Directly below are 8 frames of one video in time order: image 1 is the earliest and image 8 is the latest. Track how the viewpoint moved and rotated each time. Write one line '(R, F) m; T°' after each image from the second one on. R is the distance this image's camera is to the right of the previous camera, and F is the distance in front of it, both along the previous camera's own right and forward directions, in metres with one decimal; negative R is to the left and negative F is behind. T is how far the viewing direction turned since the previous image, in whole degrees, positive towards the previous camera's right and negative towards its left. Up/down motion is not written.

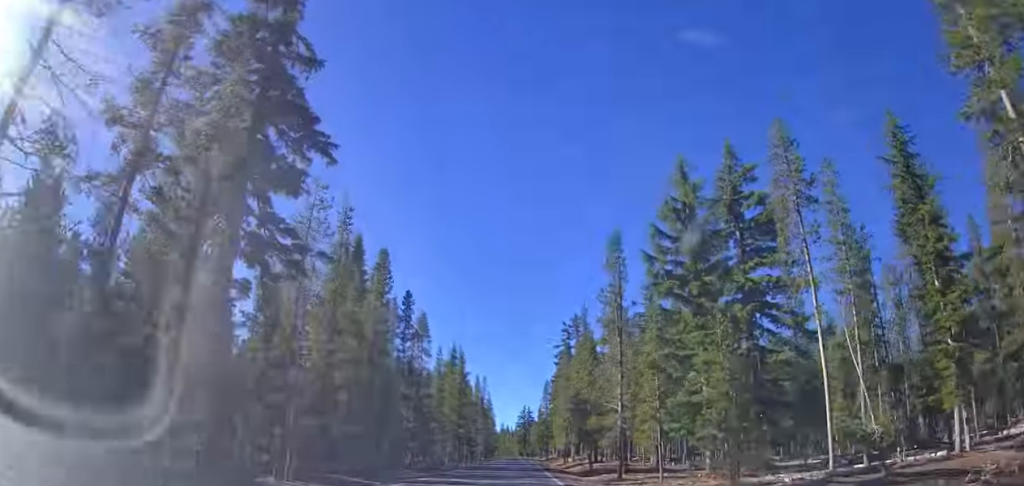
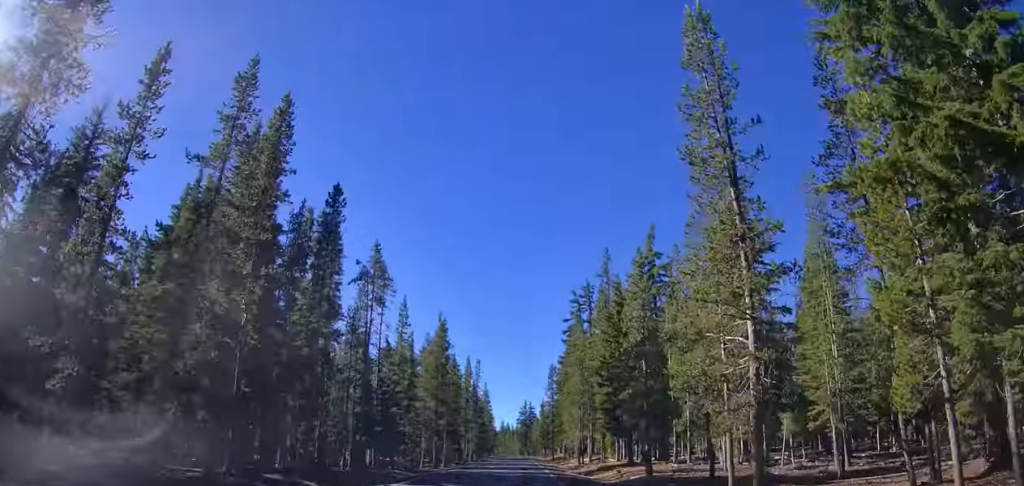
(-0.3, +22.0) m; -1°
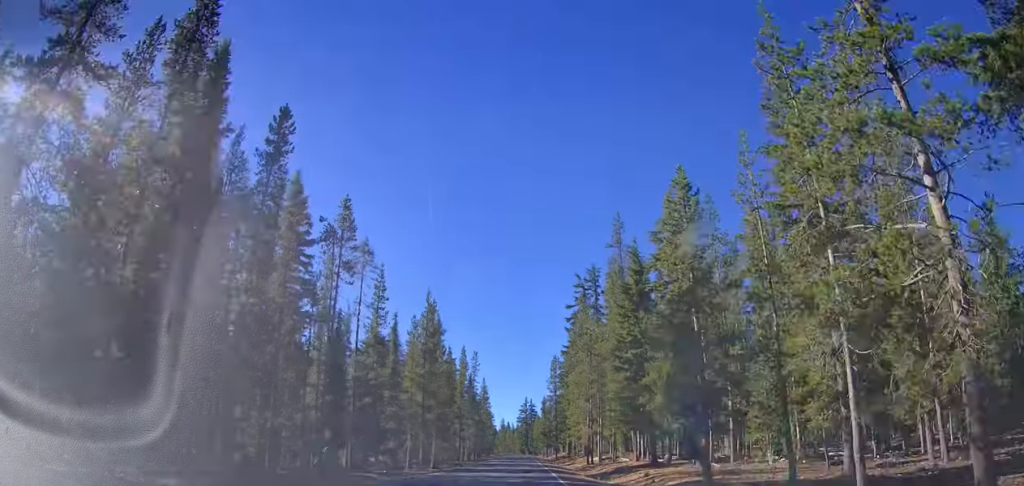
(-0.1, +11.0) m; 0°
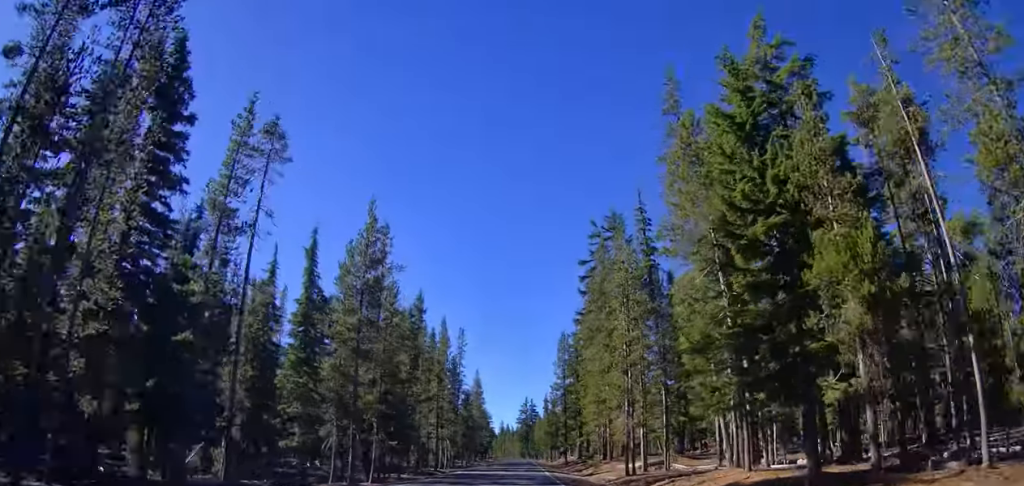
(0.0, +24.8) m; 0°
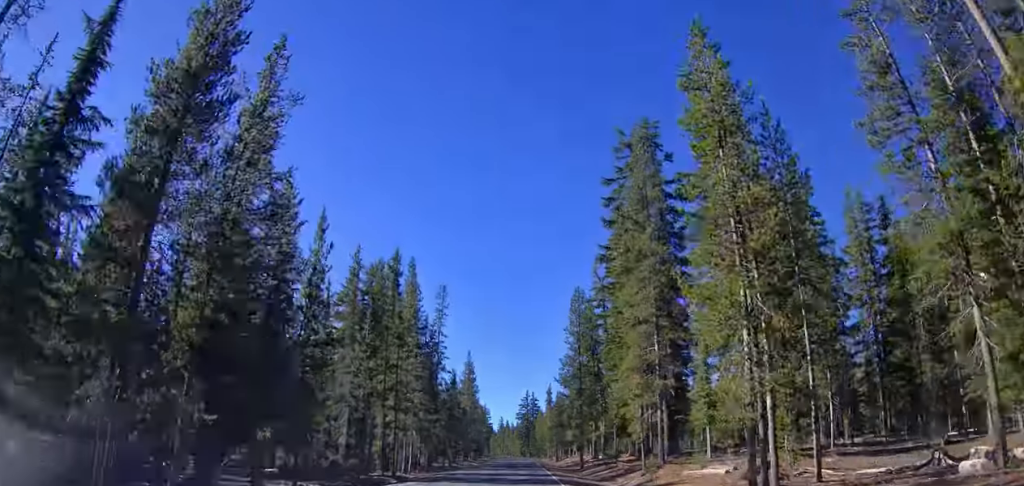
(+0.1, +20.2) m; 0°
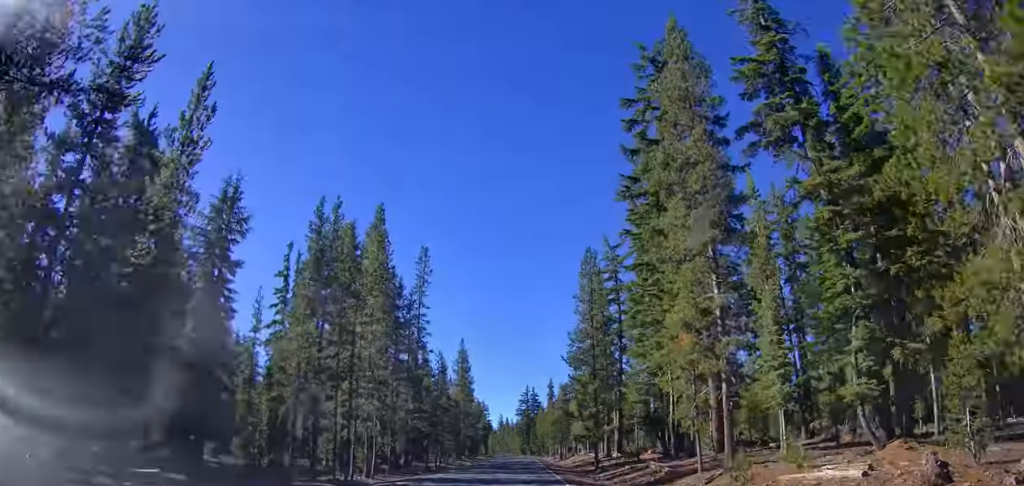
(0.0, +11.2) m; 0°
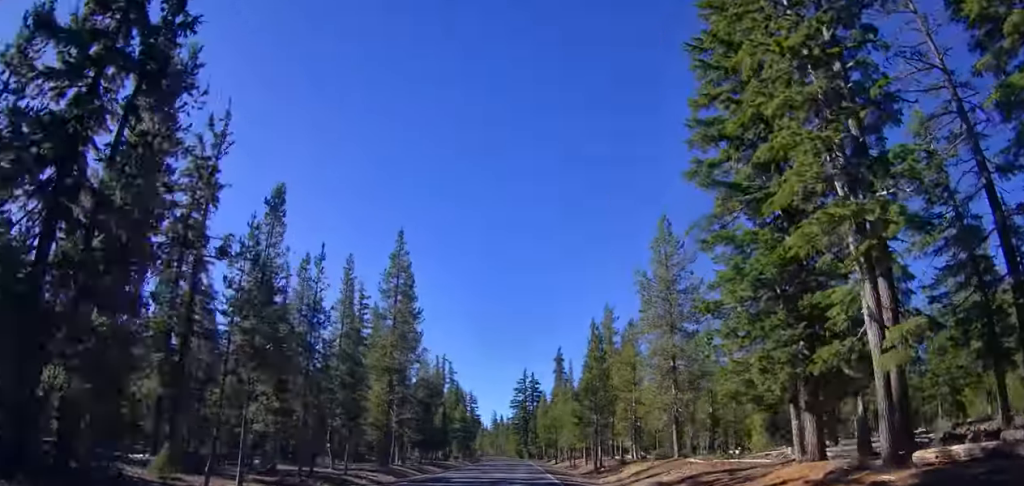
(+0.2, +49.4) m; +1°
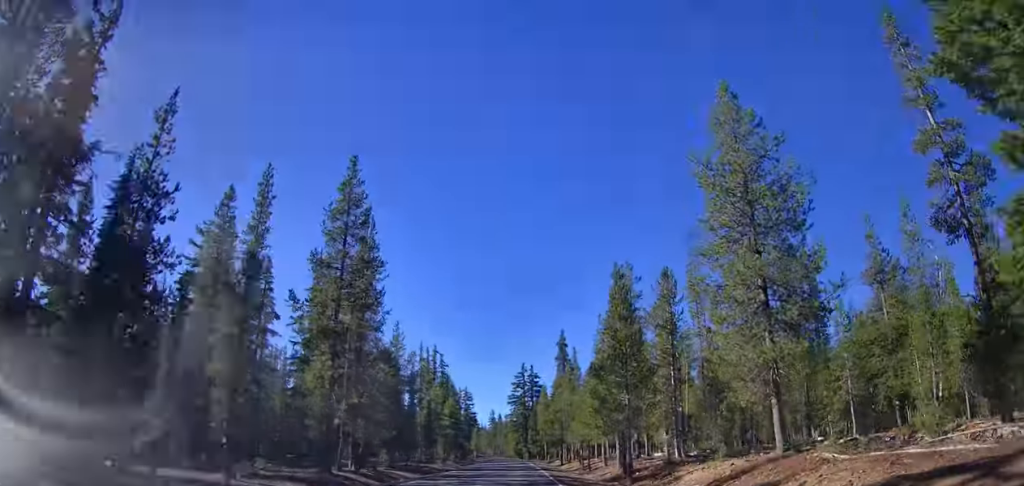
(+0.2, +14.0) m; 0°
